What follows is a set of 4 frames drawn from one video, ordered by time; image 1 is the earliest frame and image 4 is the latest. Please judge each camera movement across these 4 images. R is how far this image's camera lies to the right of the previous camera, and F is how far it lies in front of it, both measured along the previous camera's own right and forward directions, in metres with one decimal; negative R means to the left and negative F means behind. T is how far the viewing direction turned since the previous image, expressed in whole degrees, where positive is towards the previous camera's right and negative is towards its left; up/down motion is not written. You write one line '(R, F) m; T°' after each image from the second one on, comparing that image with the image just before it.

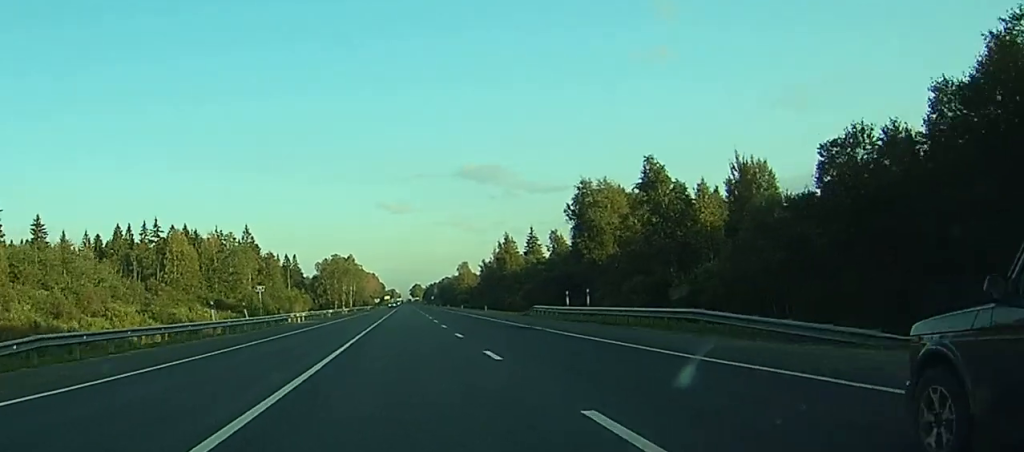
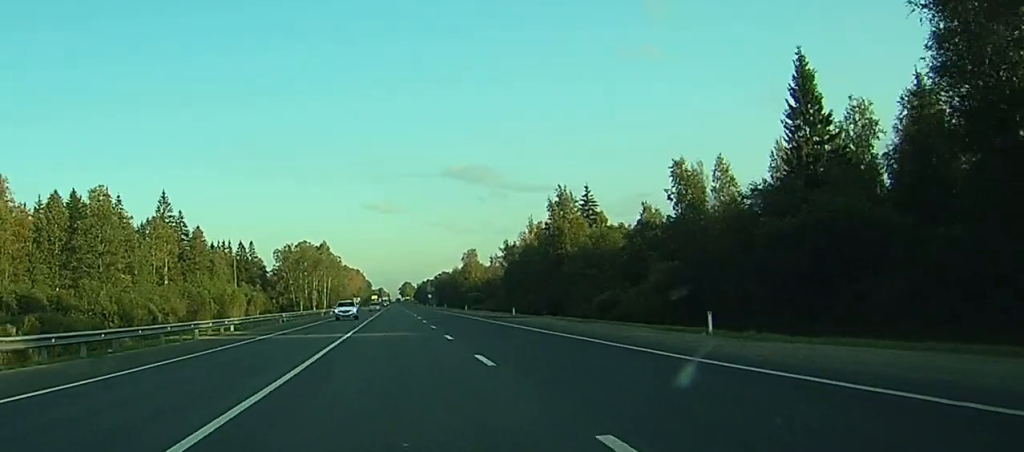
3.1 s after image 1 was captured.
(+1.0, +85.3) m; +1°
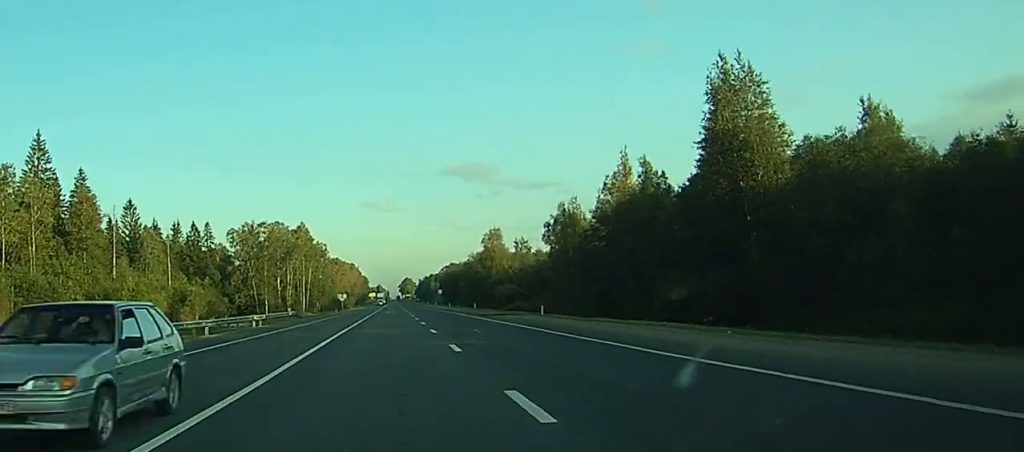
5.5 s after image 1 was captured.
(+0.2, +68.1) m; 0°
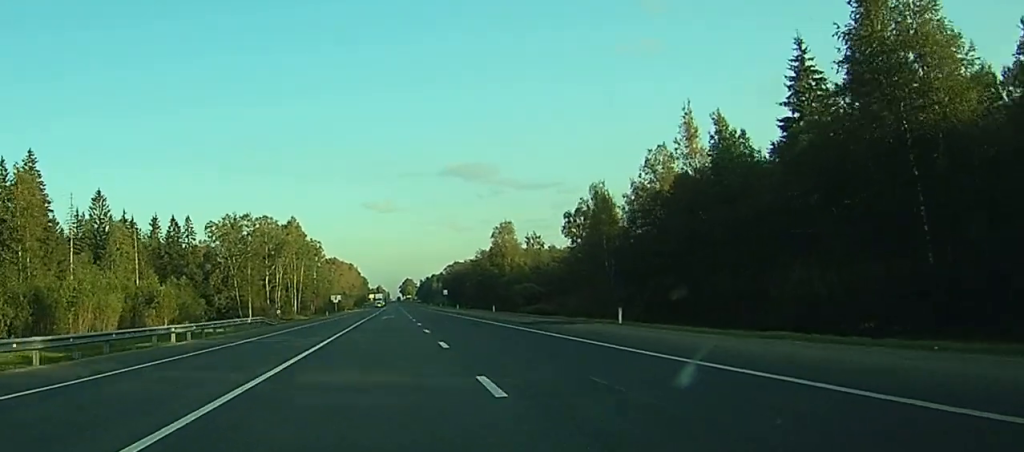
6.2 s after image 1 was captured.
(0.0, +21.9) m; 0°
